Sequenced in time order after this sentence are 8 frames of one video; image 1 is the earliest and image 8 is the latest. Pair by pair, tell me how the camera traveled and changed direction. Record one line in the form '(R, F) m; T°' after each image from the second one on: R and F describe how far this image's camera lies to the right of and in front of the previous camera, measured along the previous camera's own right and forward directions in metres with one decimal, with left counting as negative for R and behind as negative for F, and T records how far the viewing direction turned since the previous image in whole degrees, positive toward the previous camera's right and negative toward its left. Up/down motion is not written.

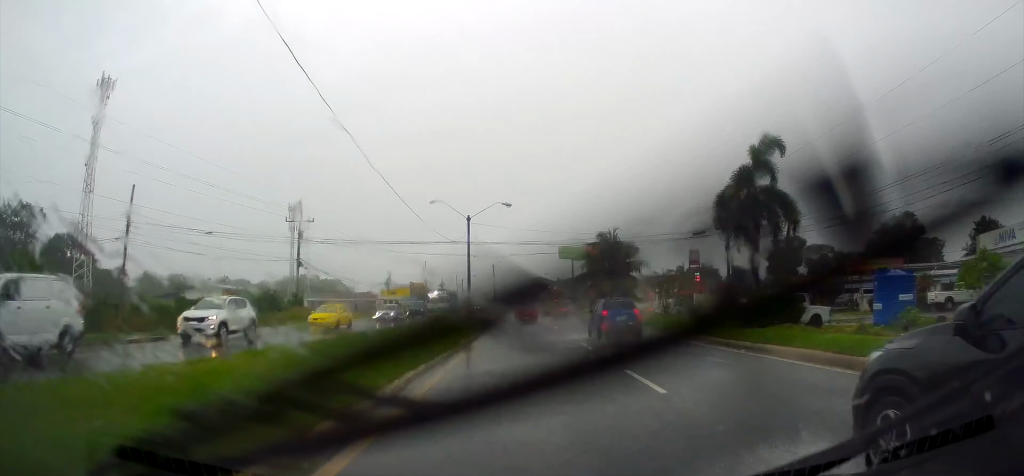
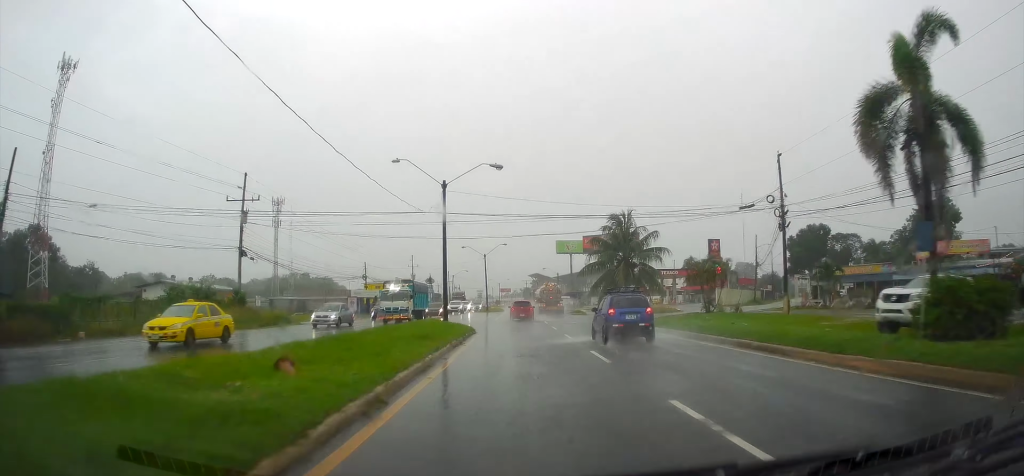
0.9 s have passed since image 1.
(0.0, +12.1) m; 0°
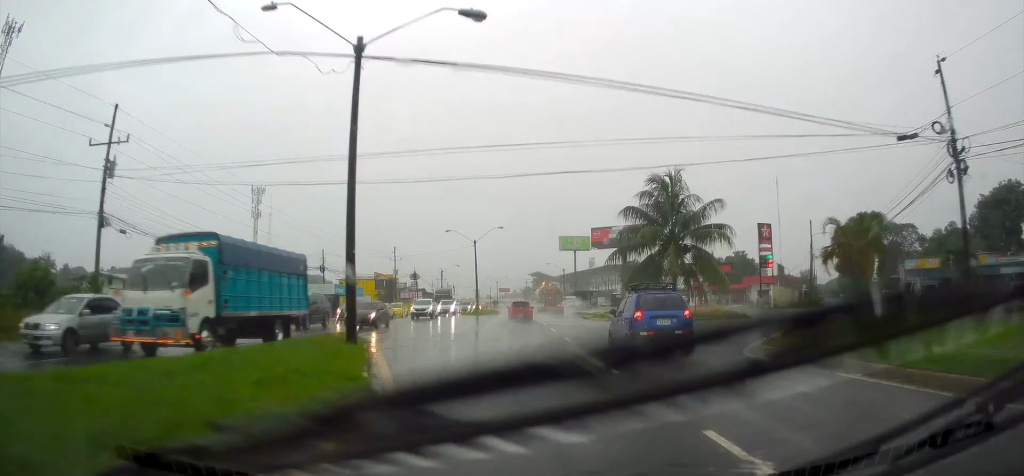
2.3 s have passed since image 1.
(0.0, +17.9) m; -1°
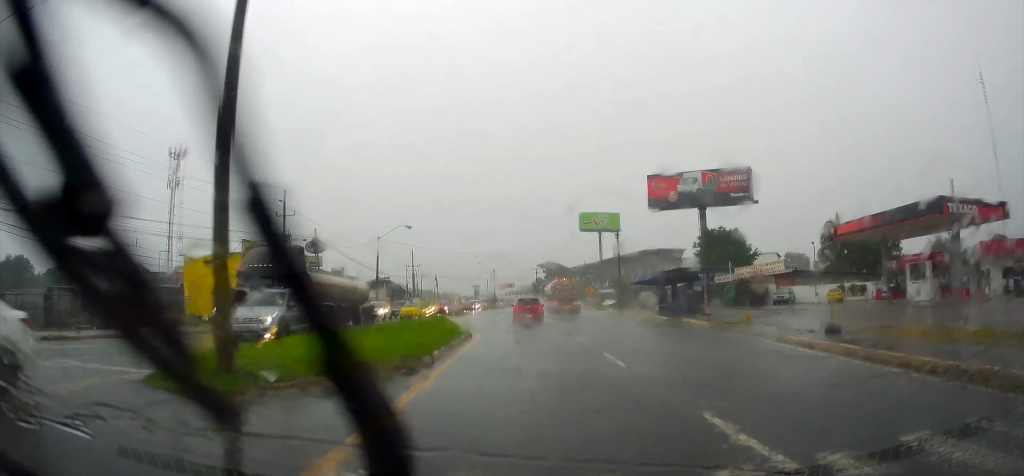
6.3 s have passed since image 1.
(-0.4, +54.8) m; 0°
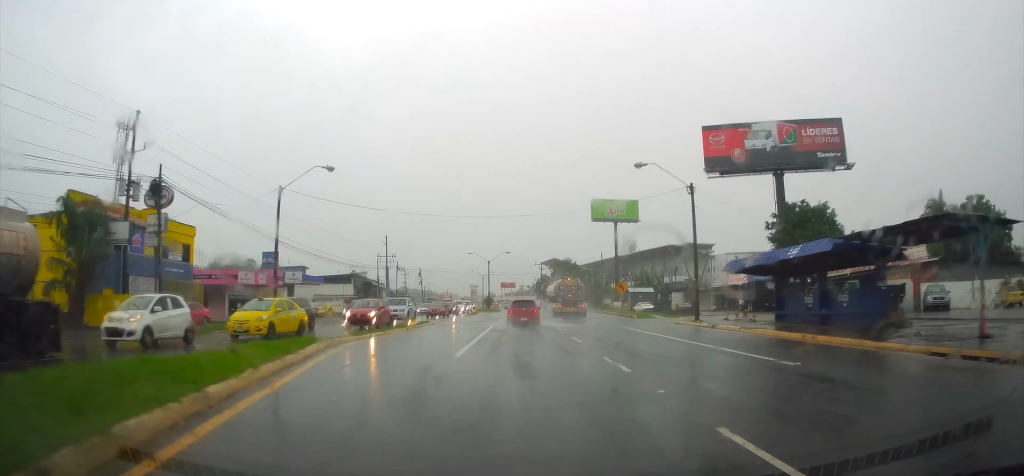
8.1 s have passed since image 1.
(+0.2, +25.1) m; +1°
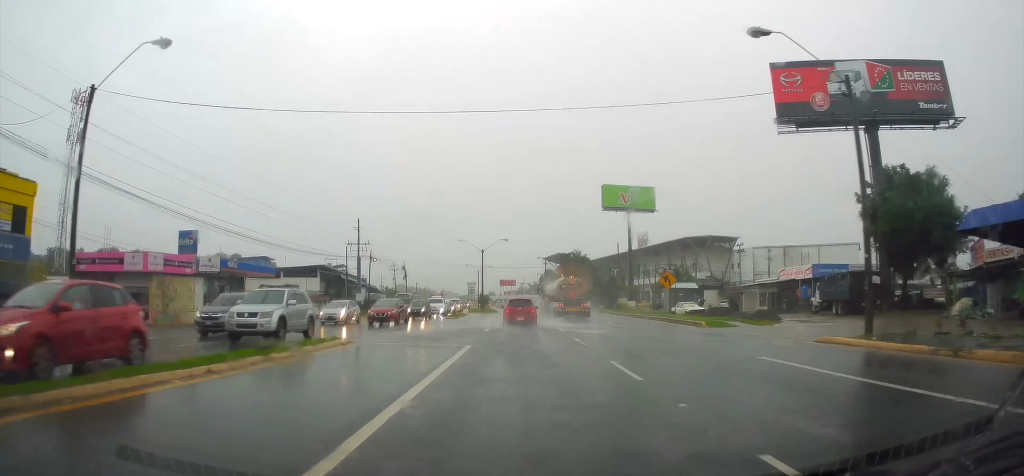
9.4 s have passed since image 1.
(0.0, +17.9) m; 0°
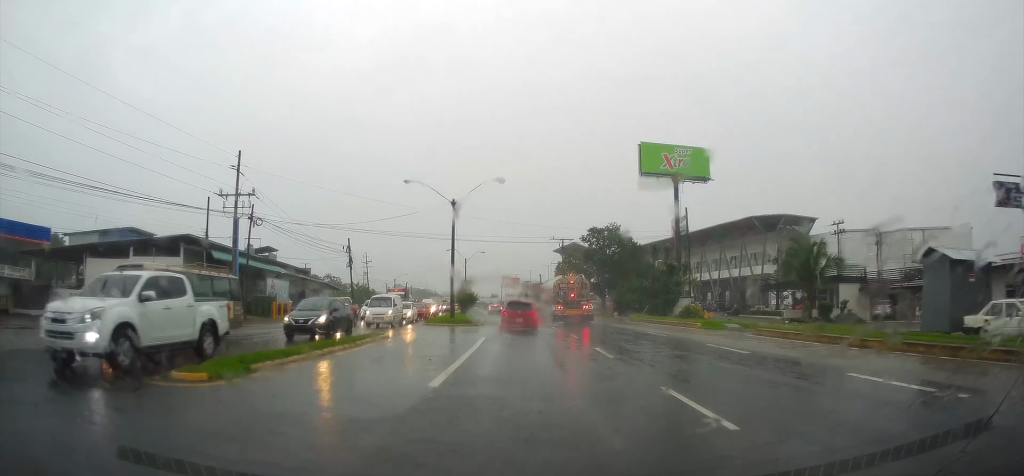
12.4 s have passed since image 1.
(-0.7, +38.1) m; -2°
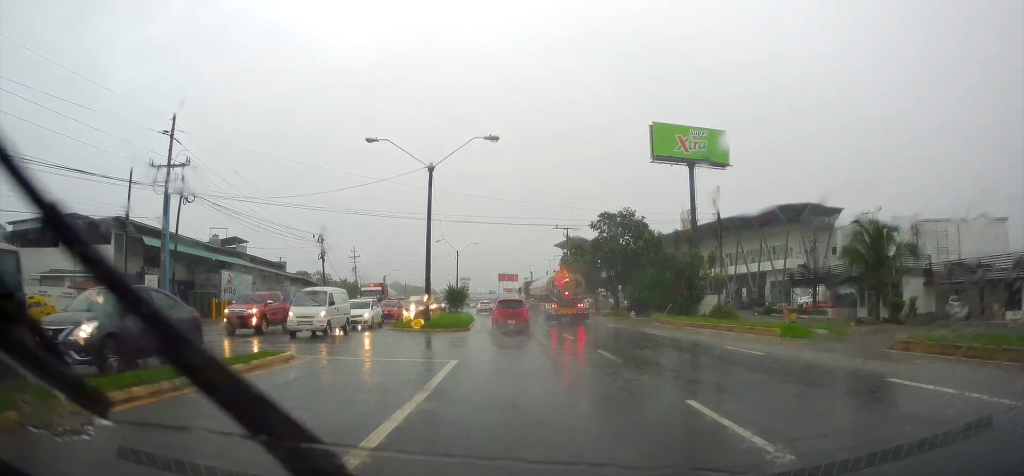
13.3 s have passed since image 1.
(-0.1, +10.0) m; 0°
